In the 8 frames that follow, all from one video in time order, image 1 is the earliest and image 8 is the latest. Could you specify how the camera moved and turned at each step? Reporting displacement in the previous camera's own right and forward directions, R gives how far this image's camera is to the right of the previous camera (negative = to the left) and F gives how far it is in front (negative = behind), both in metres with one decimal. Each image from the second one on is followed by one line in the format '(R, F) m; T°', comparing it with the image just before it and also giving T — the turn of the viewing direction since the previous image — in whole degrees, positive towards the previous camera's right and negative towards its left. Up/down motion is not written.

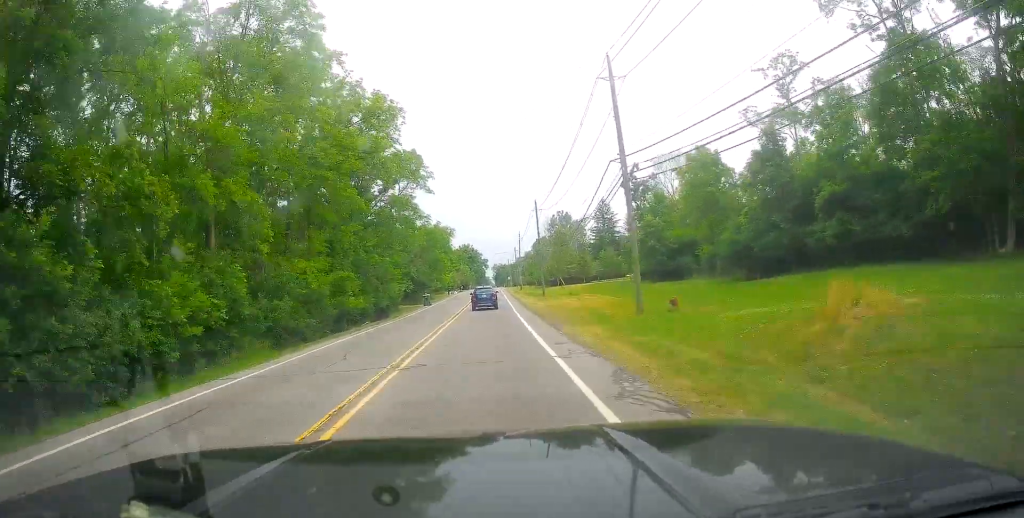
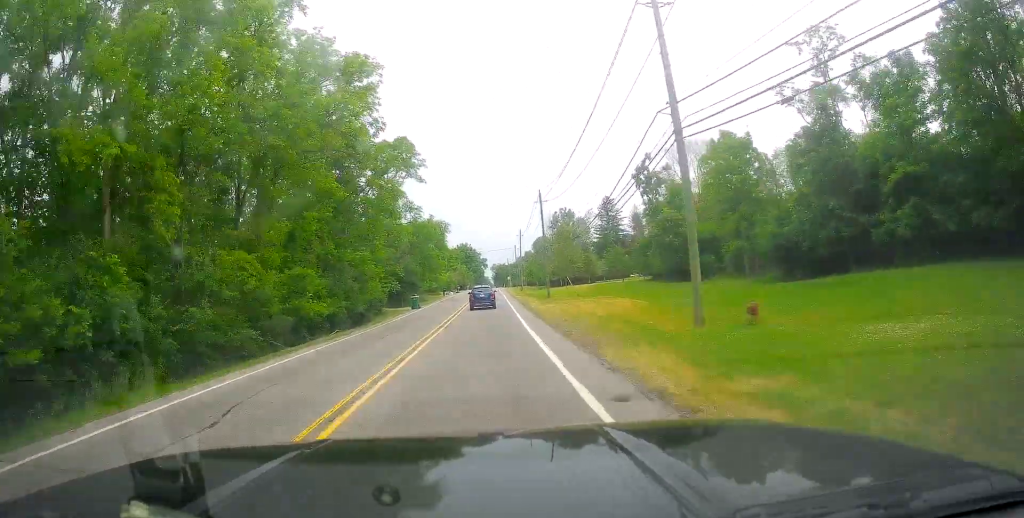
(-0.2, +8.0) m; 0°
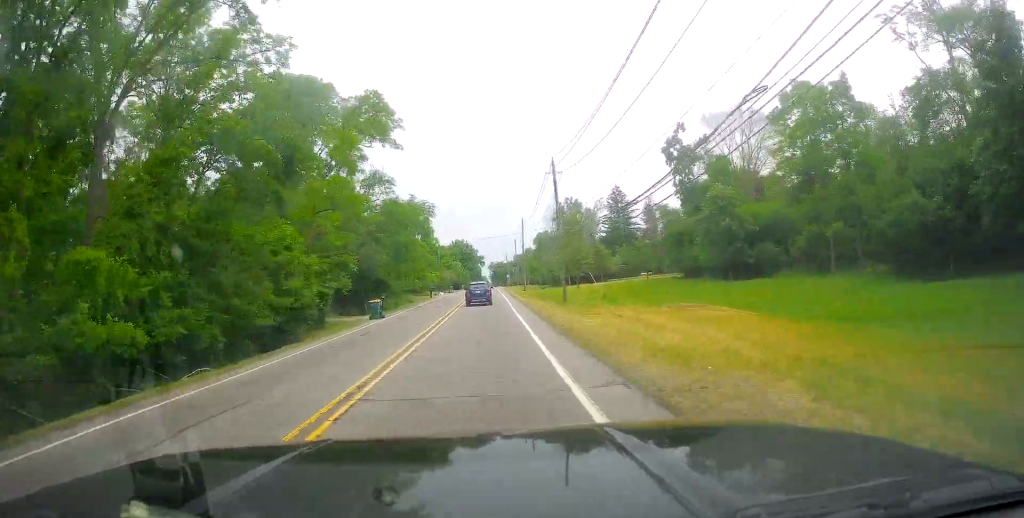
(+0.1, +16.8) m; -1°
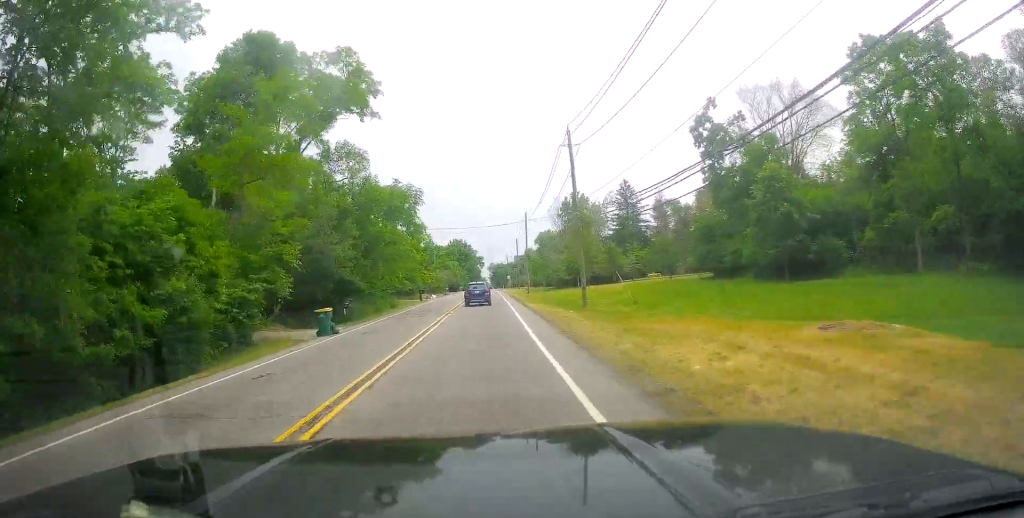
(+0.1, +10.6) m; -1°
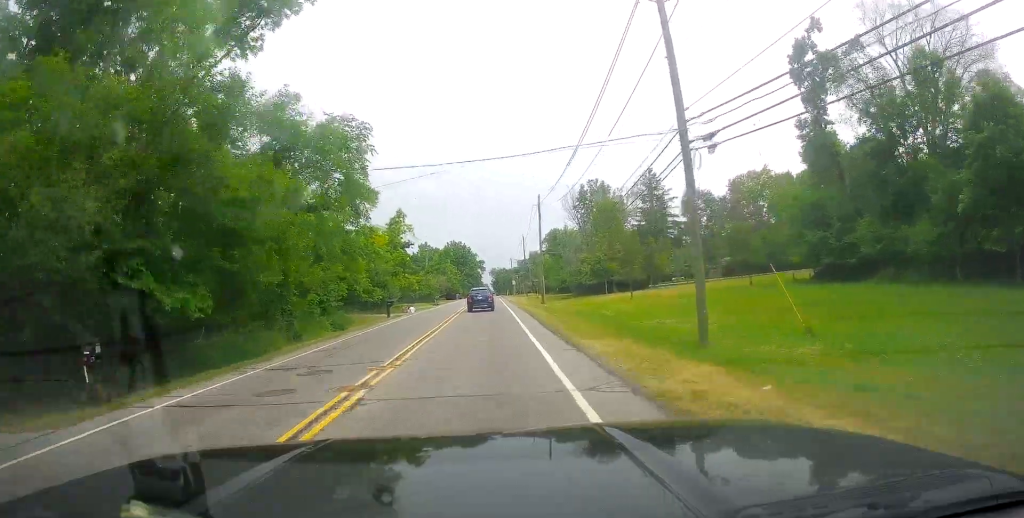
(-0.5, +21.8) m; 0°
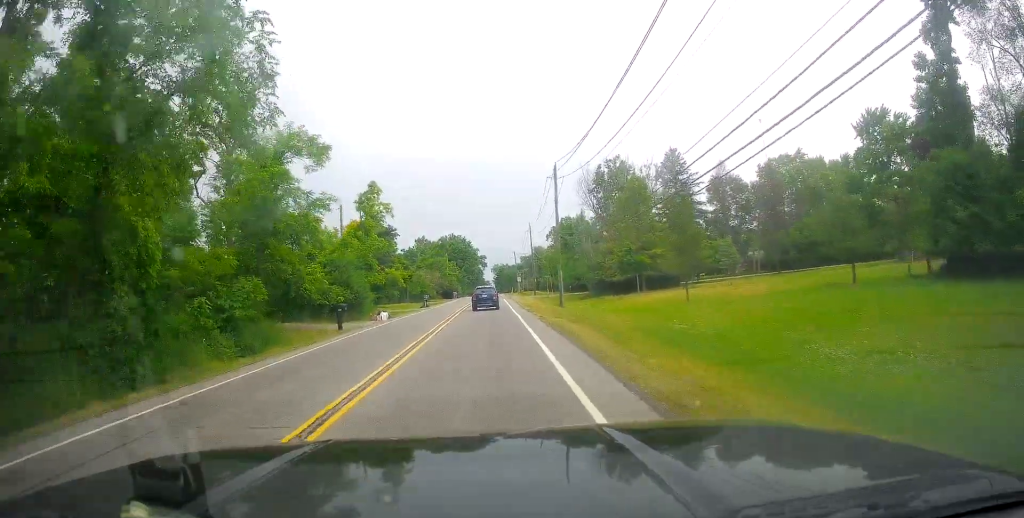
(+0.5, +15.2) m; 0°
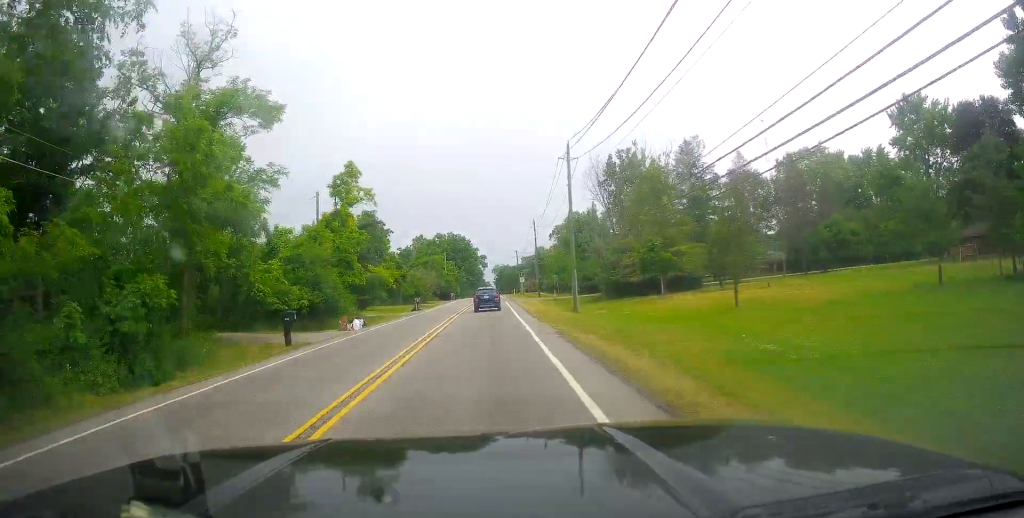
(-0.3, +8.3) m; 0°
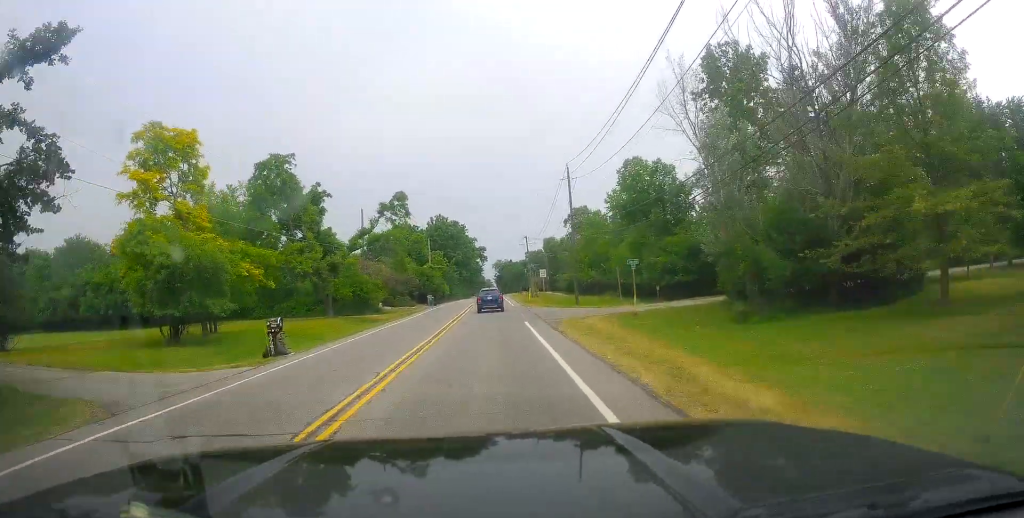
(+0.4, +40.2) m; +1°
